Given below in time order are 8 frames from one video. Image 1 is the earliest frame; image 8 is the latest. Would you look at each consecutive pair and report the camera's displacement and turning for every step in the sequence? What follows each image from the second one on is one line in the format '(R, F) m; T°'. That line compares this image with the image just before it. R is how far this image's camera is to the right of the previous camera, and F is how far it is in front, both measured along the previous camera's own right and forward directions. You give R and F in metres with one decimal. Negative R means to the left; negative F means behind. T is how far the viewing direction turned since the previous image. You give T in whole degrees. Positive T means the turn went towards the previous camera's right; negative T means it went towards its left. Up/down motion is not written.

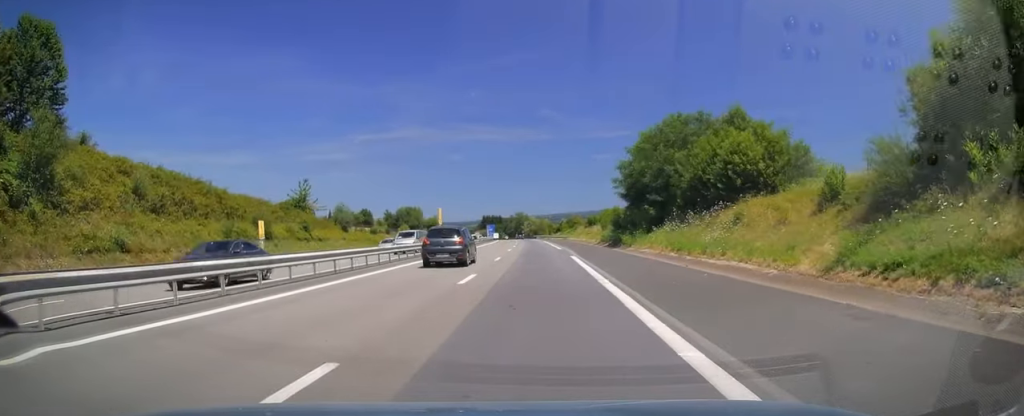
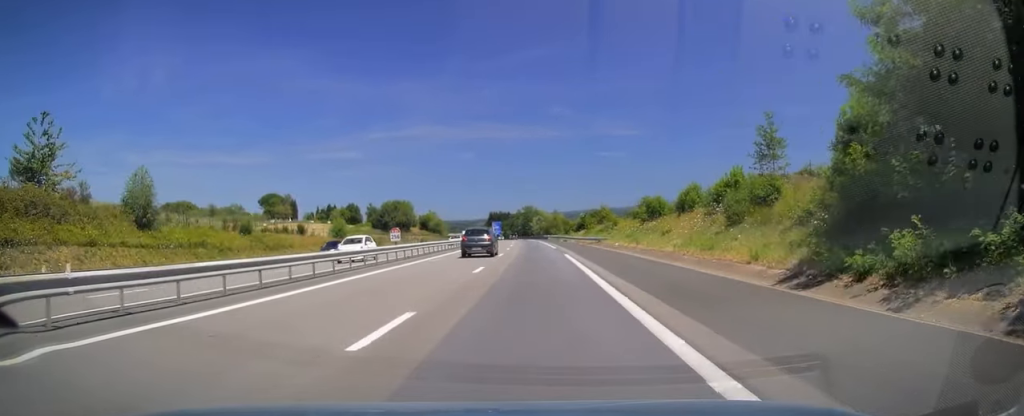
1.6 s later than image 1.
(-1.2, +47.9) m; -2°
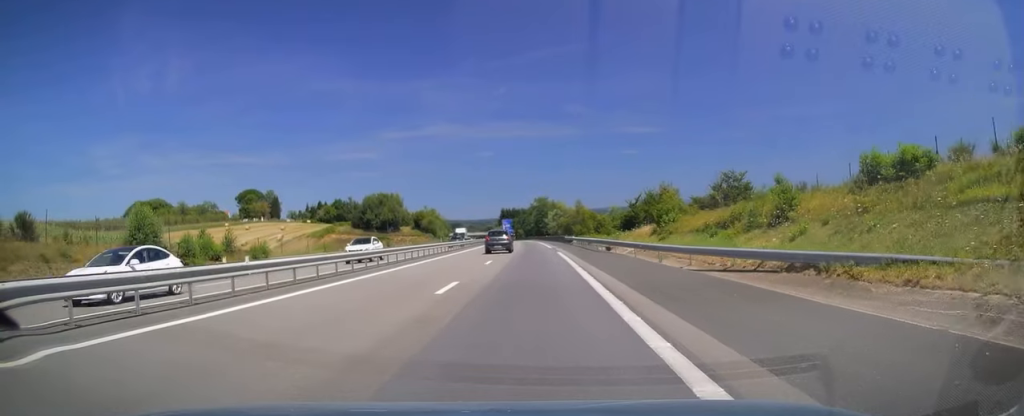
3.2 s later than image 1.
(-0.2, +45.5) m; -1°
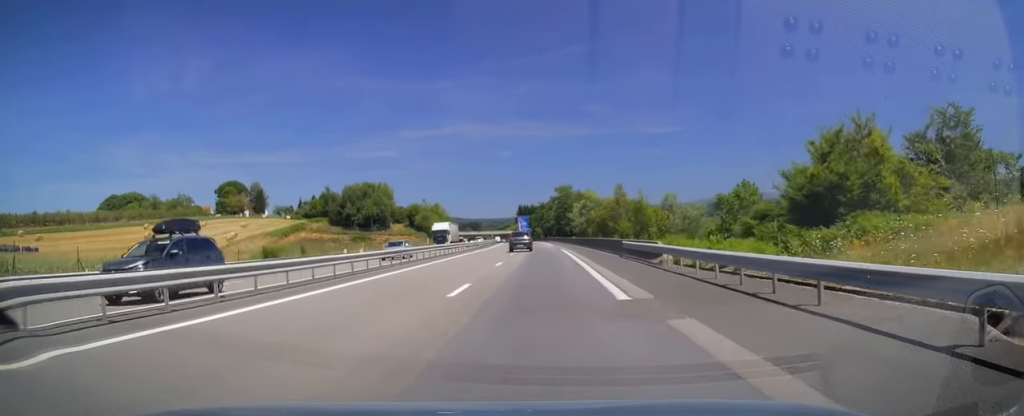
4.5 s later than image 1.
(-0.6, +39.5) m; -2°
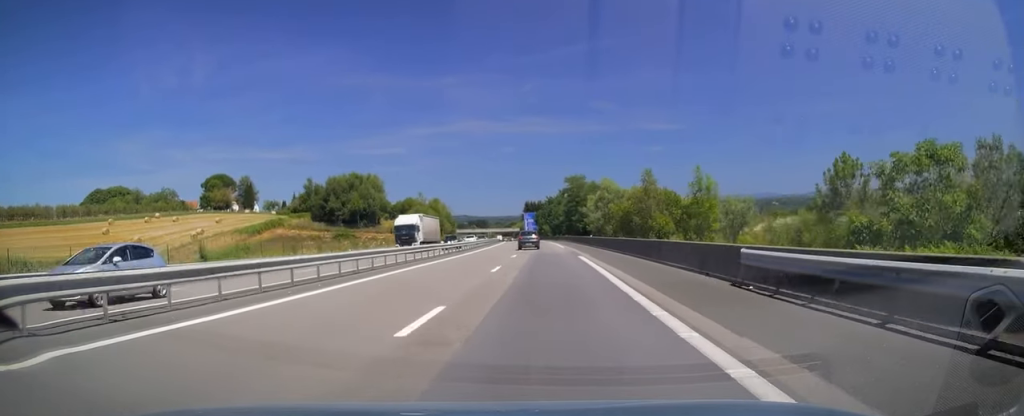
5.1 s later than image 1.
(-0.1, +18.3) m; -1°
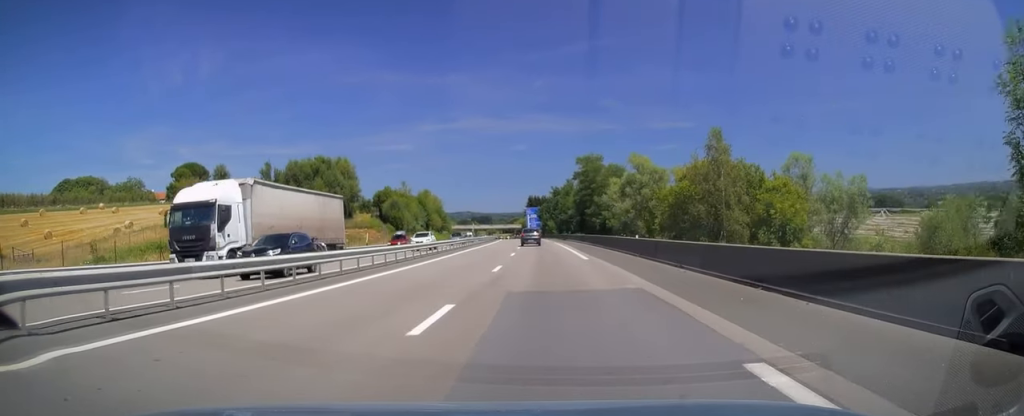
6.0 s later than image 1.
(-0.1, +26.1) m; -1°
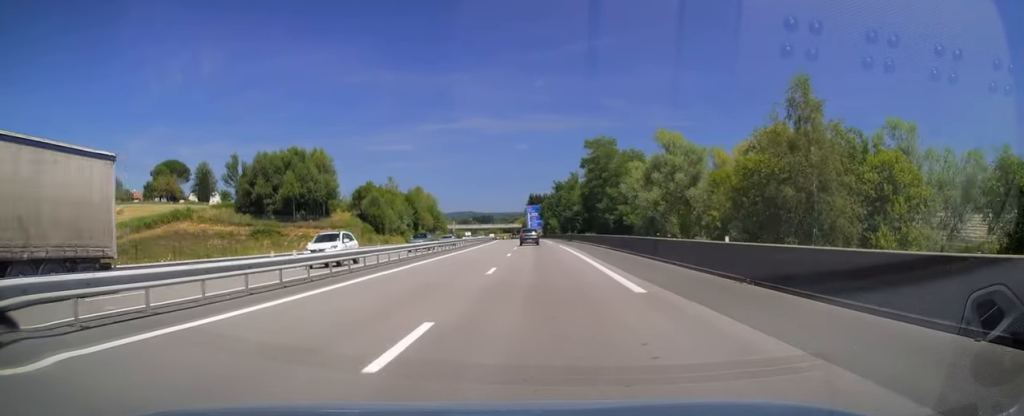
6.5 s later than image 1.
(-0.1, +14.8) m; -1°
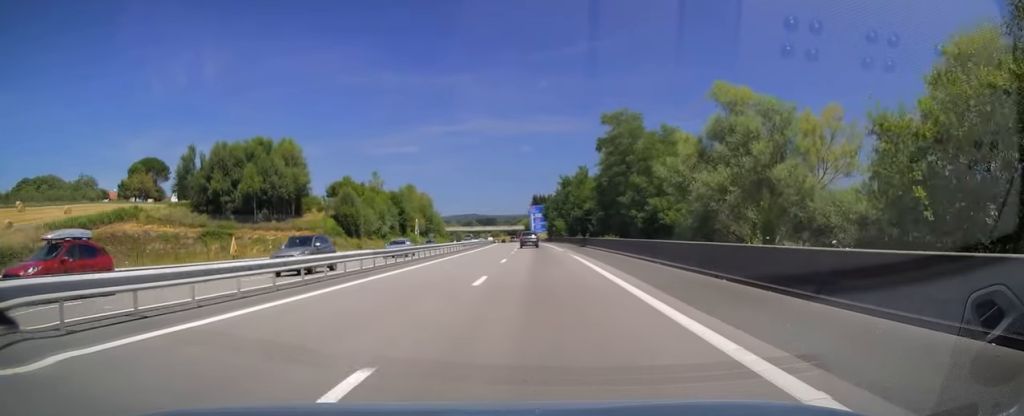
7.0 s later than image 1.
(-0.1, +16.3) m; -1°
